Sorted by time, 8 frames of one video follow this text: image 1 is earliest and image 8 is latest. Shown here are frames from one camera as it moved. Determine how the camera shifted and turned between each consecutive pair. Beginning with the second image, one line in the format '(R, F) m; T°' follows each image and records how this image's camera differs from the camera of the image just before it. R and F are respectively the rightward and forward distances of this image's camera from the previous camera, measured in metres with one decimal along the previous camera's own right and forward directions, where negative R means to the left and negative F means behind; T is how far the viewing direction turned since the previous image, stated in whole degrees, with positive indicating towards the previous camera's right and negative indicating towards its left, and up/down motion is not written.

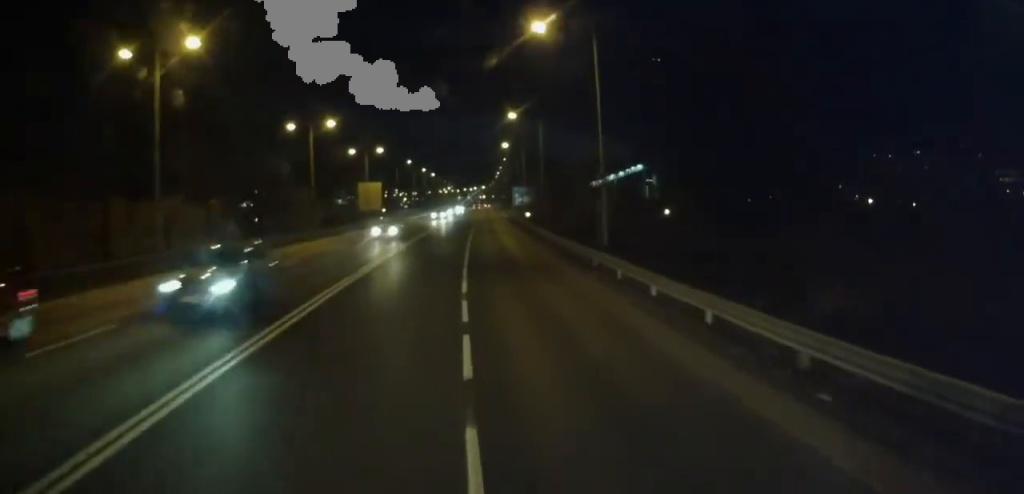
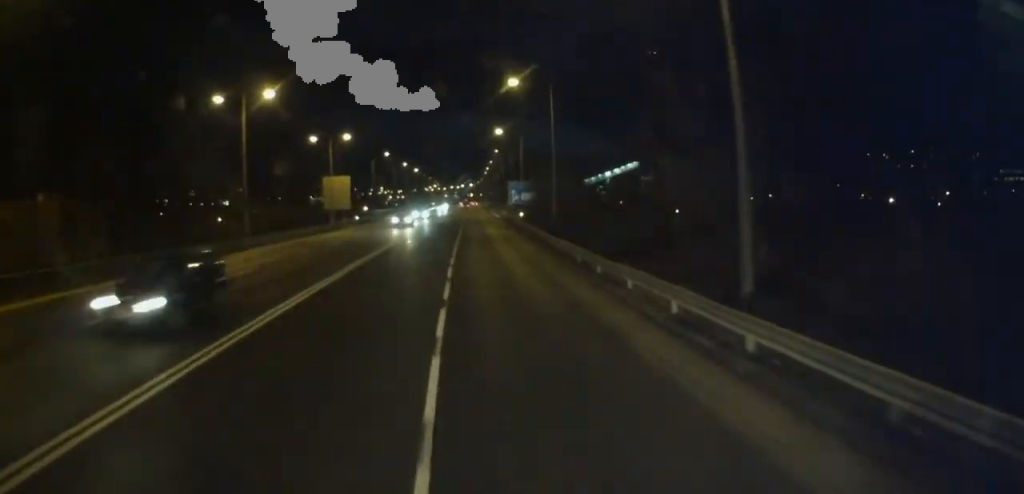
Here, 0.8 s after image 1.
(+0.2, +14.8) m; +2°
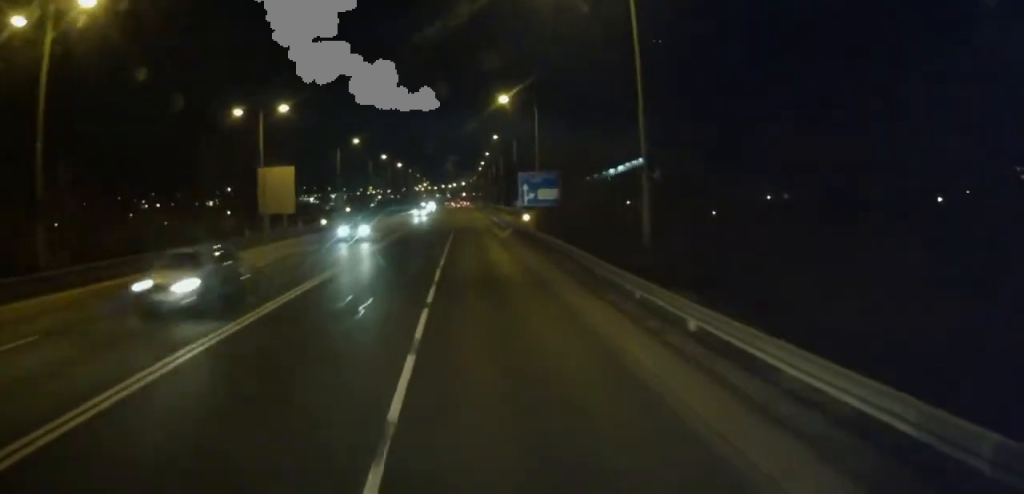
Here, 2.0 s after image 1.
(+0.5, +21.9) m; +3°
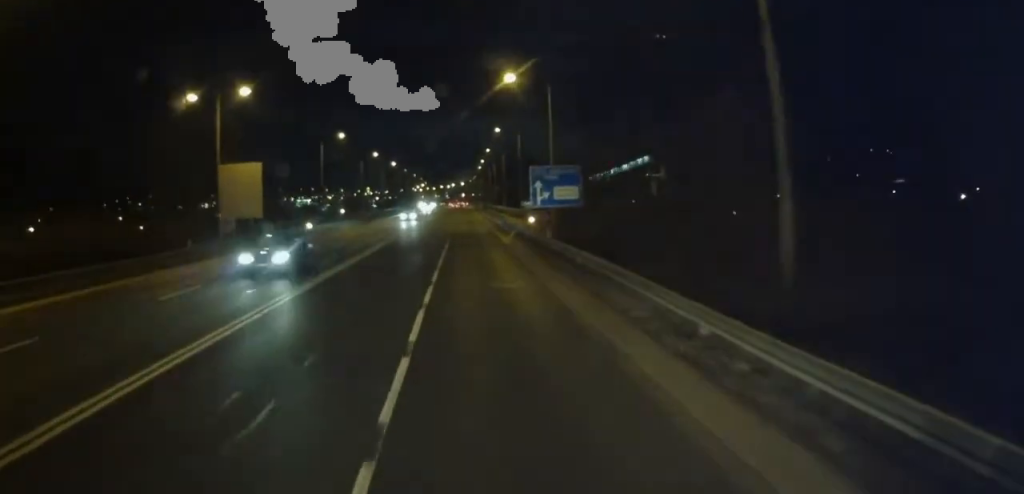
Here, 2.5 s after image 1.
(+0.2, +8.7) m; 0°
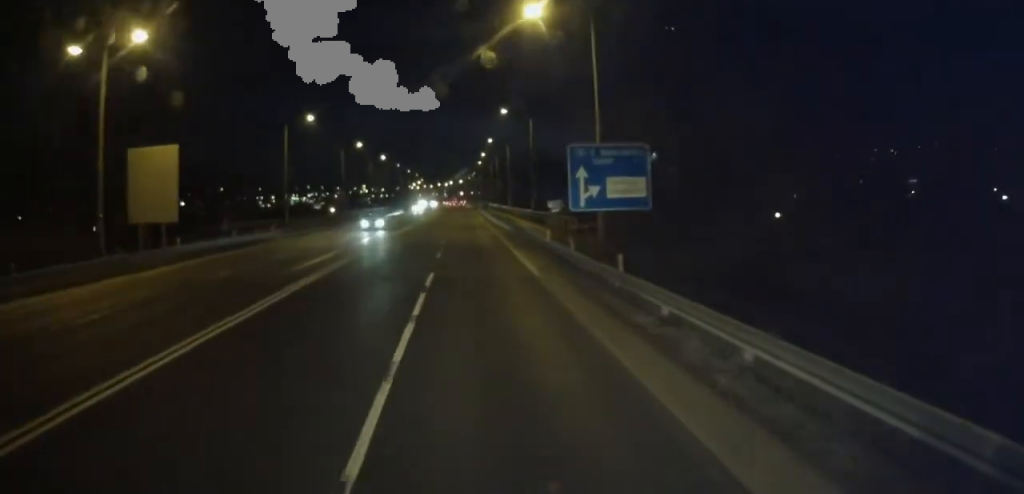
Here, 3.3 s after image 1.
(+0.1, +14.4) m; 0°
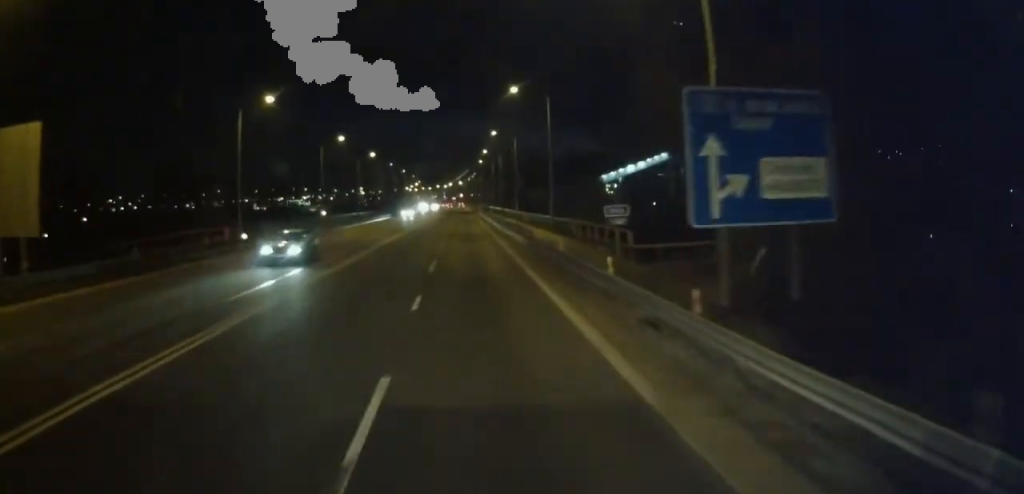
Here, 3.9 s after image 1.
(-0.1, +12.6) m; 0°
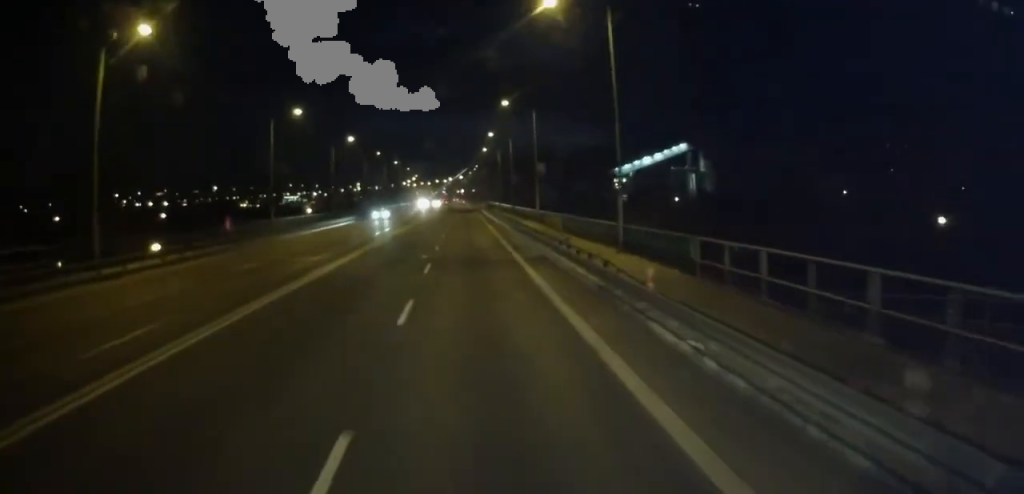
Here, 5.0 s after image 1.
(+0.1, +20.1) m; -1°
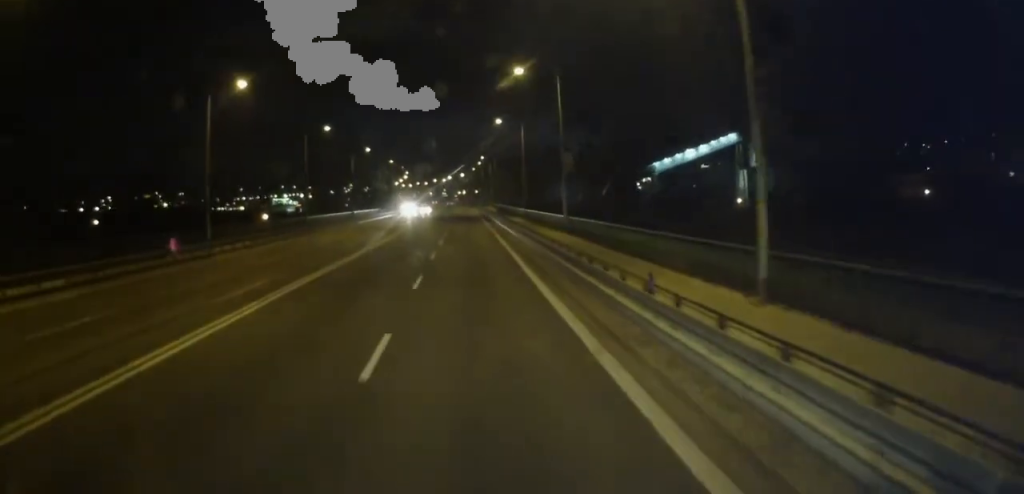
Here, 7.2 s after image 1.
(+0.1, +41.2) m; +1°
